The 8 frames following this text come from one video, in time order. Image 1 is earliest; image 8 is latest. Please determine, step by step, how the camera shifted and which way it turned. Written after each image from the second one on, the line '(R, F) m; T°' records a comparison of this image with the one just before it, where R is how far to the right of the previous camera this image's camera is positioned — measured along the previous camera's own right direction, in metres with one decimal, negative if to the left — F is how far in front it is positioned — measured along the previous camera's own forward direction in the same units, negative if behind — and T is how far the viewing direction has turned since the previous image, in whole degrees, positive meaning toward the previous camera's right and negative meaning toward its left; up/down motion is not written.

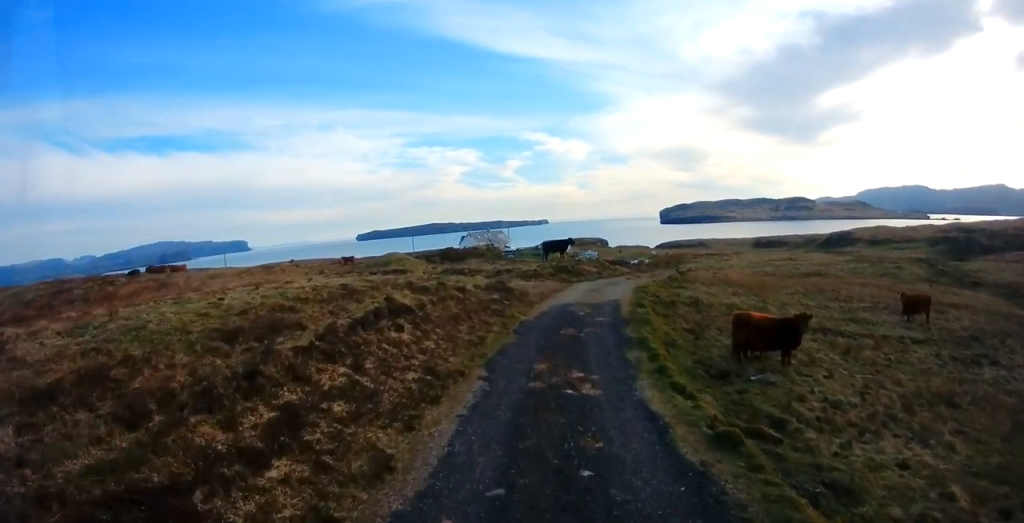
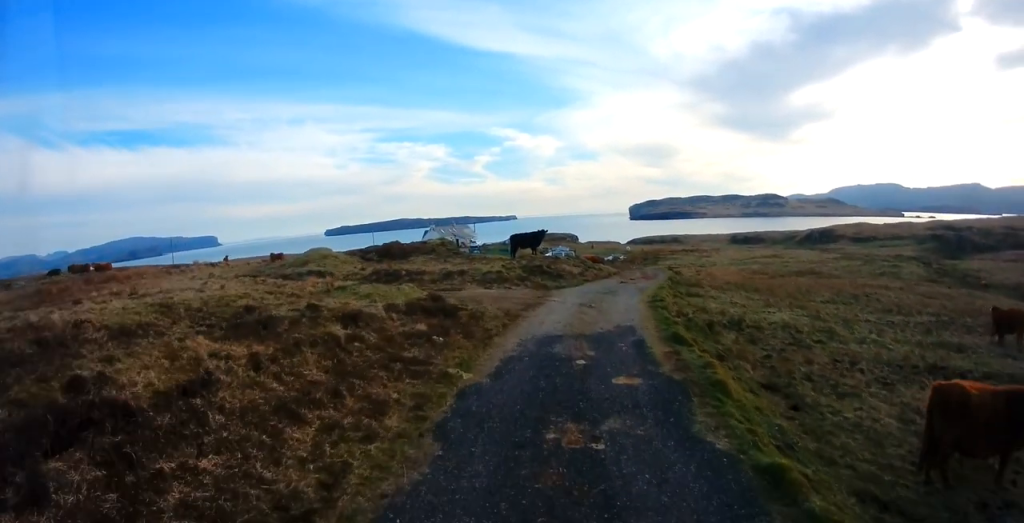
(0.0, +8.6) m; -1°
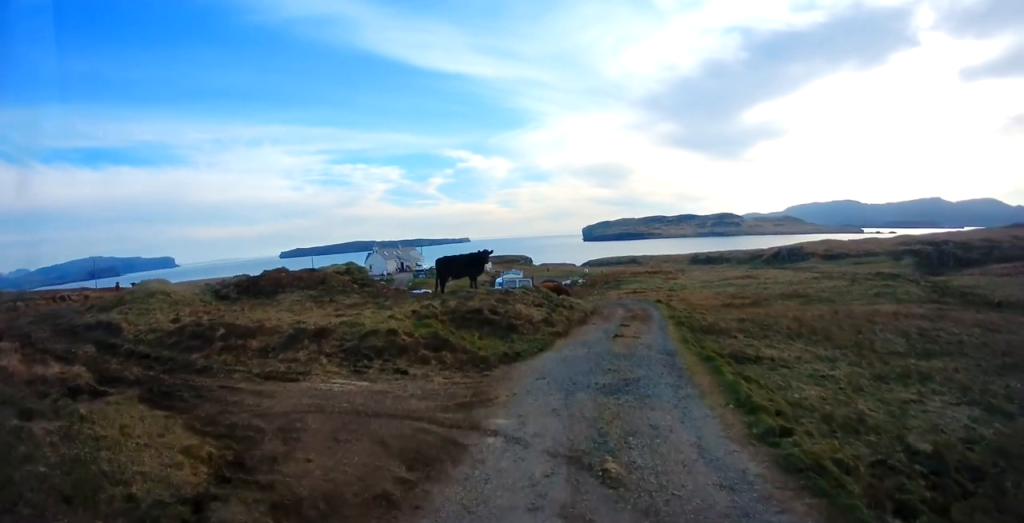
(+1.1, +10.5) m; +9°
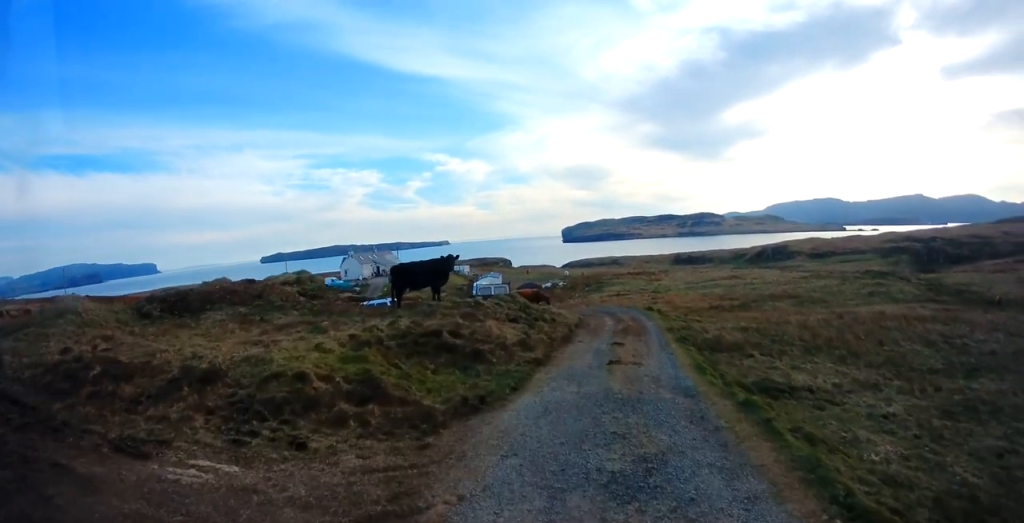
(0.0, +3.5) m; 0°
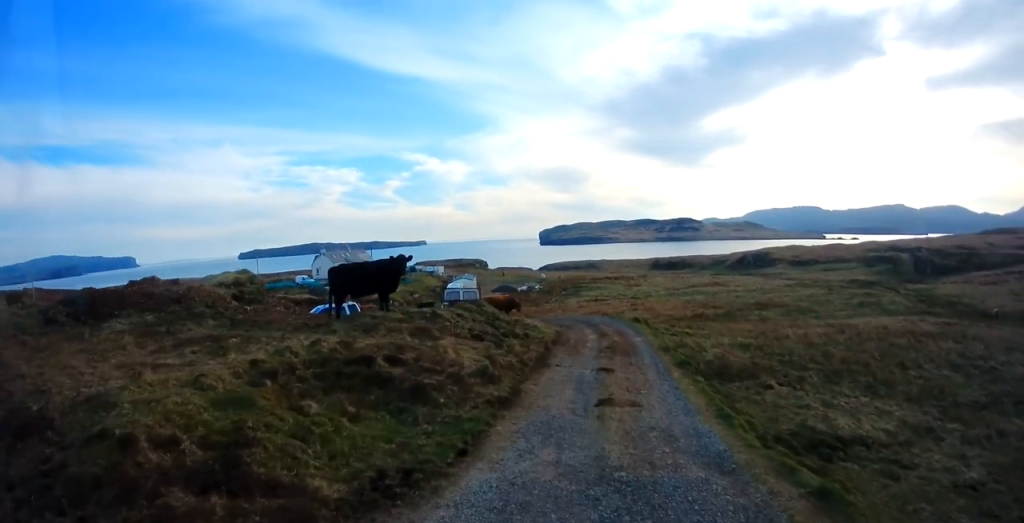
(0.0, +3.0) m; +2°
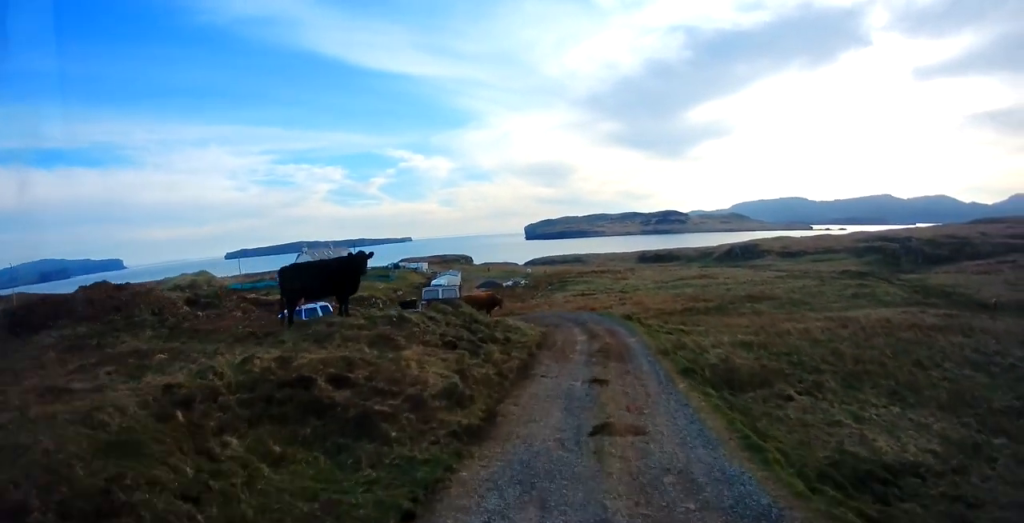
(-0.1, +1.9) m; +2°
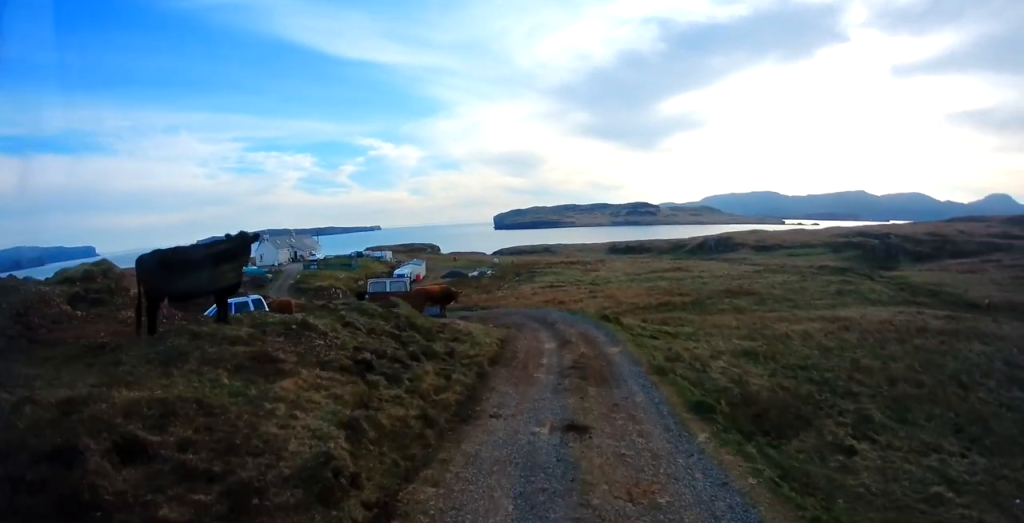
(+0.2, +3.7) m; +5°
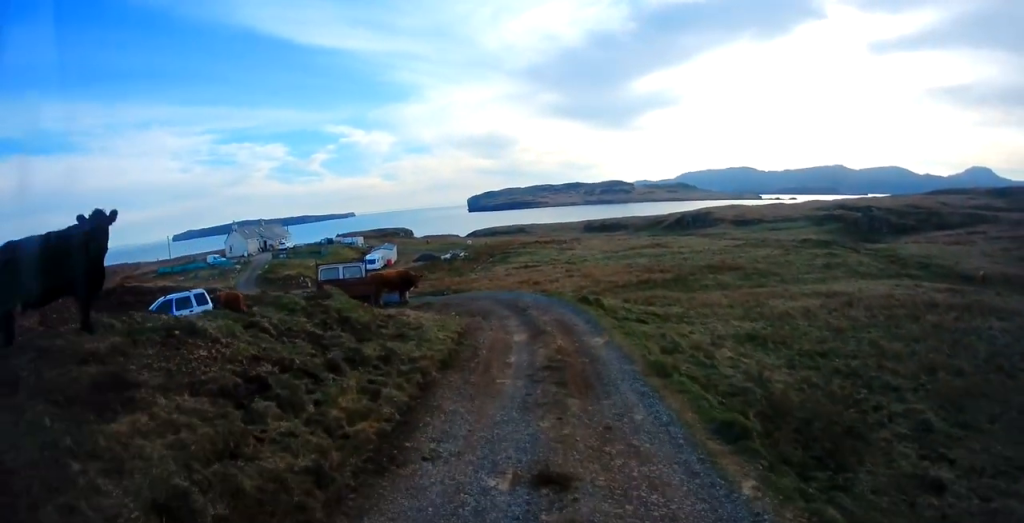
(+0.1, +2.6) m; +2°
